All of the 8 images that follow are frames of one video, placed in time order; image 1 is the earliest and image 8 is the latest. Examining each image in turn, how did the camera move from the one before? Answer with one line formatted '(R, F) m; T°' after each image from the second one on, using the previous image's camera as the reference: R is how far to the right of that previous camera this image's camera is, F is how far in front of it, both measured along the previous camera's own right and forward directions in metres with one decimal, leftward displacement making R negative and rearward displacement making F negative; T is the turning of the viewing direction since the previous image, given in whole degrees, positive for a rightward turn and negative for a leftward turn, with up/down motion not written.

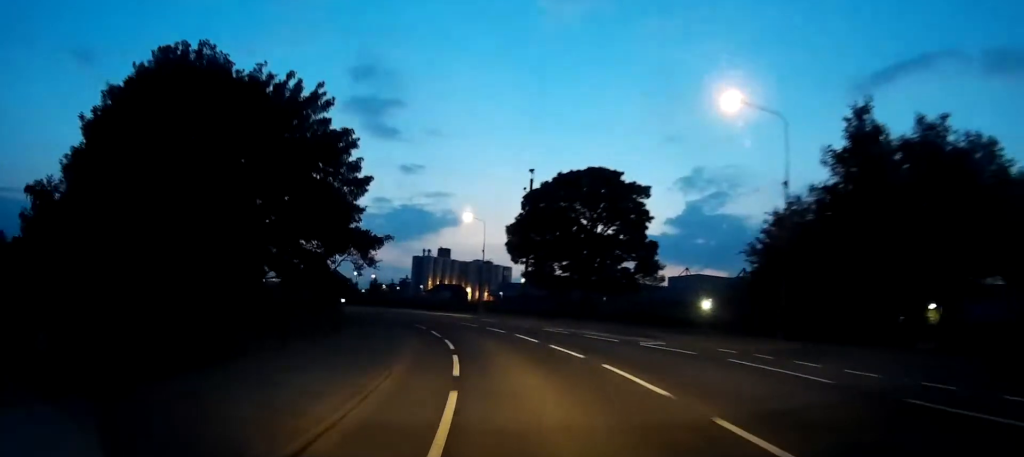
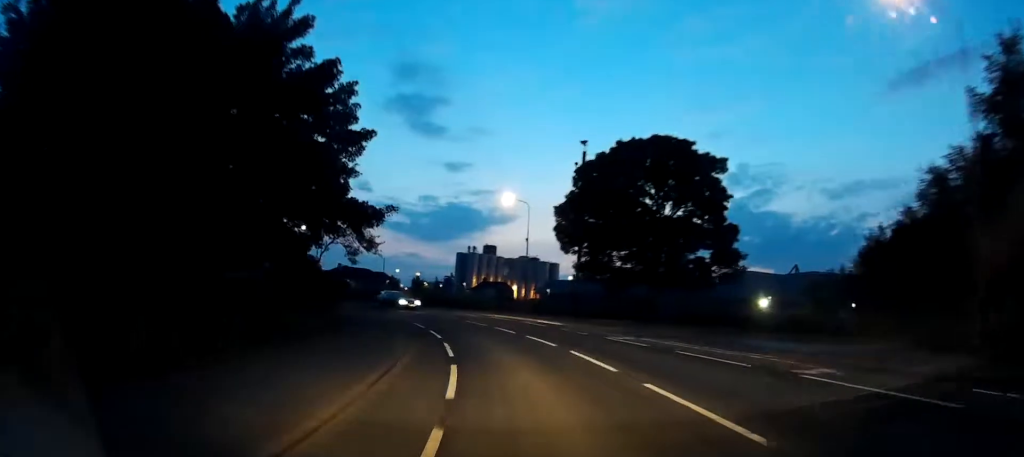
(+0.3, +8.8) m; -2°
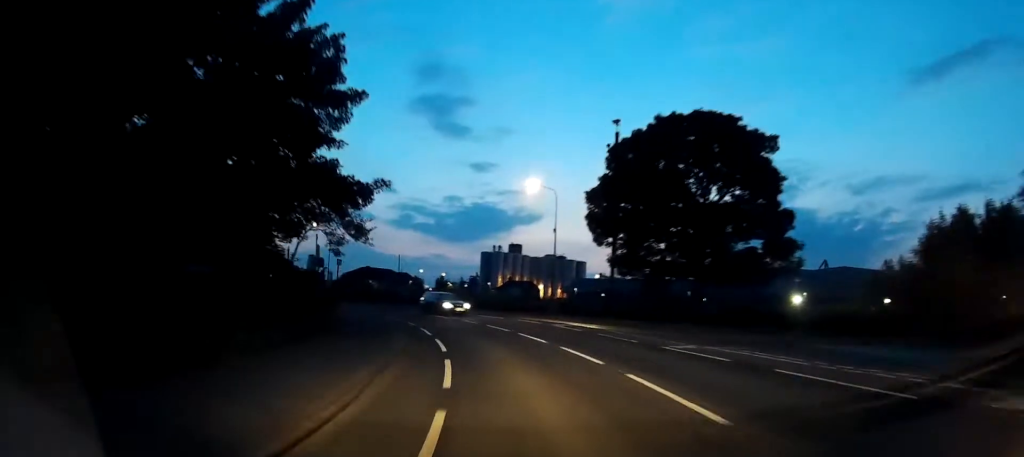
(+0.6, +4.9) m; -2°
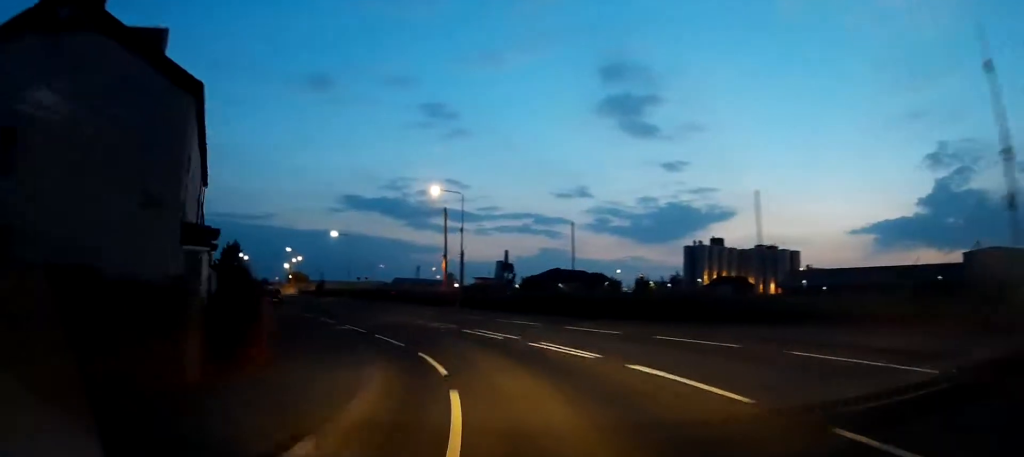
(-5.0, +26.3) m; -18°
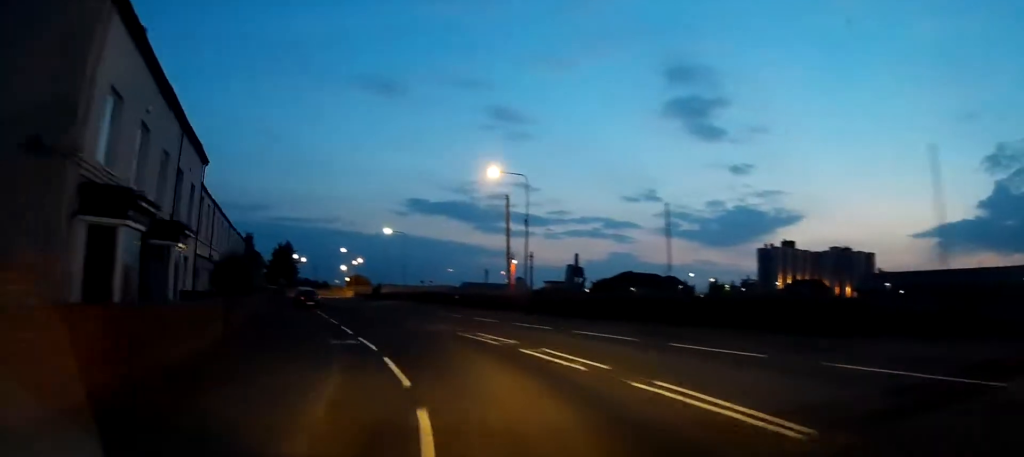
(0.0, +6.8) m; -6°
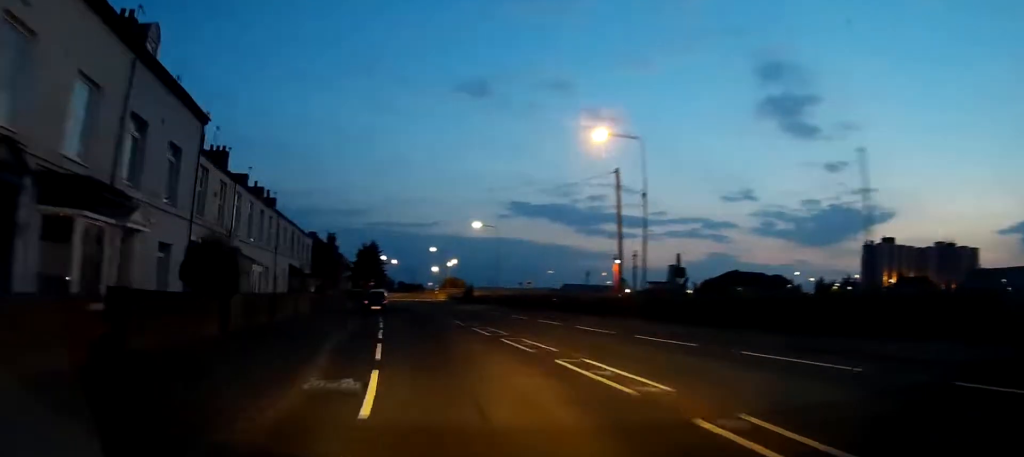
(-0.8, +8.3) m; -9°
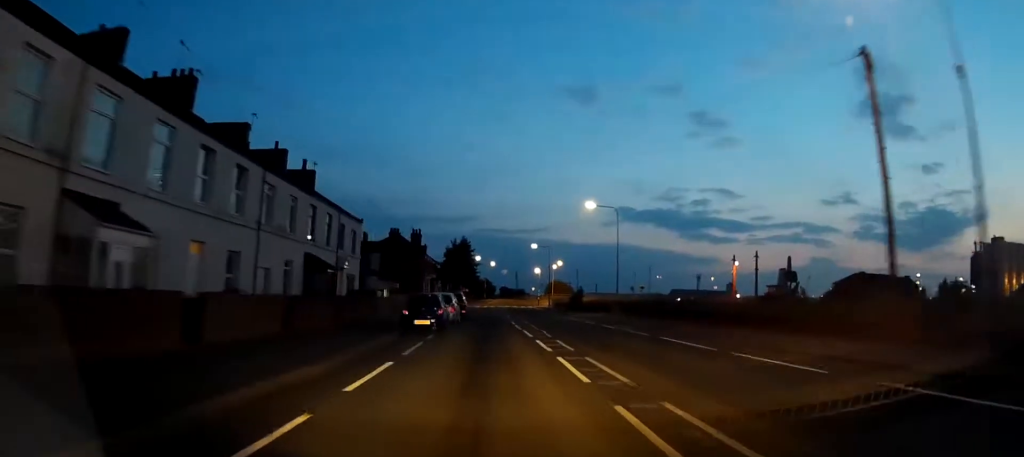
(-2.3, +16.0) m; -13°
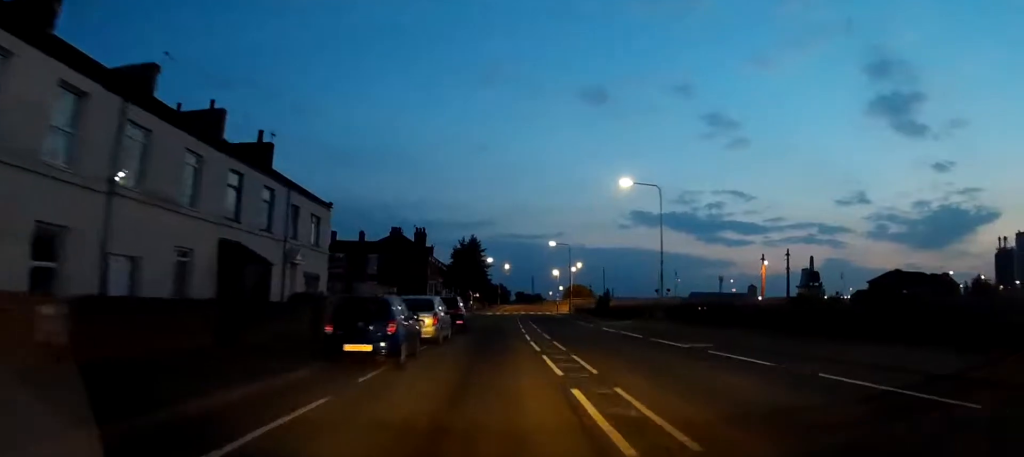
(-0.3, +9.7) m; -4°
